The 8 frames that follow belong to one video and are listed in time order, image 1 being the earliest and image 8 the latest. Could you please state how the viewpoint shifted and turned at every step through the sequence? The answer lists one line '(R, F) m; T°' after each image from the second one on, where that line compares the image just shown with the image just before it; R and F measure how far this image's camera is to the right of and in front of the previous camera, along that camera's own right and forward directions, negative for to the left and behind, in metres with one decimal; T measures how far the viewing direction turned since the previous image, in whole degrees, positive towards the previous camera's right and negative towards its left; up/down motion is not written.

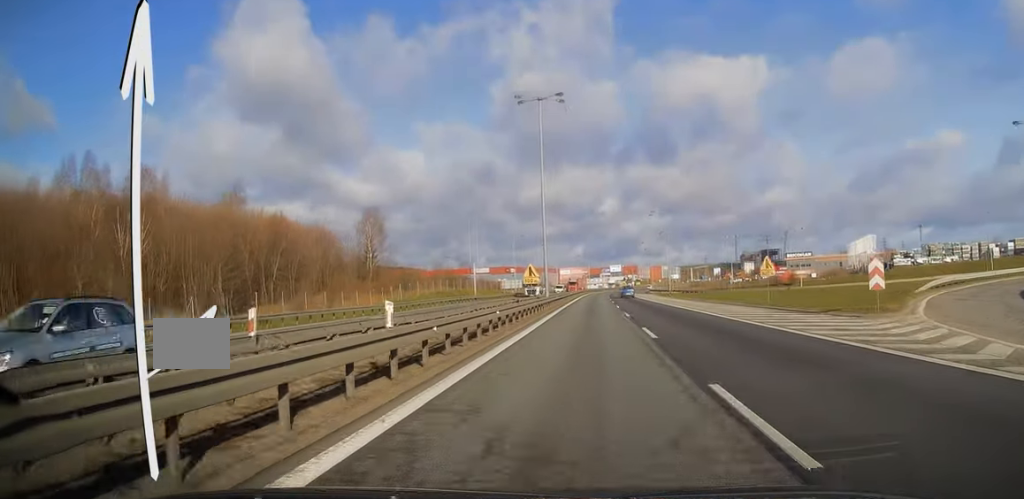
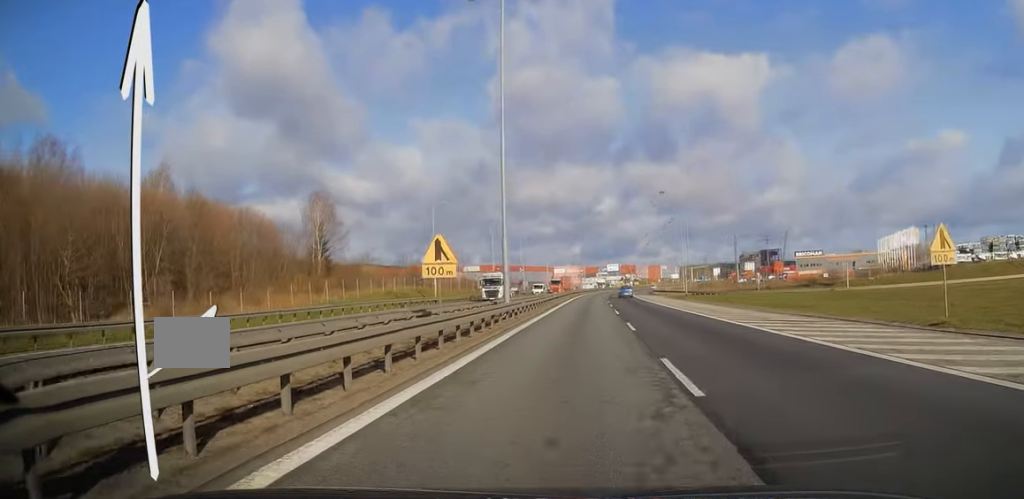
(+0.1, +21.4) m; +1°
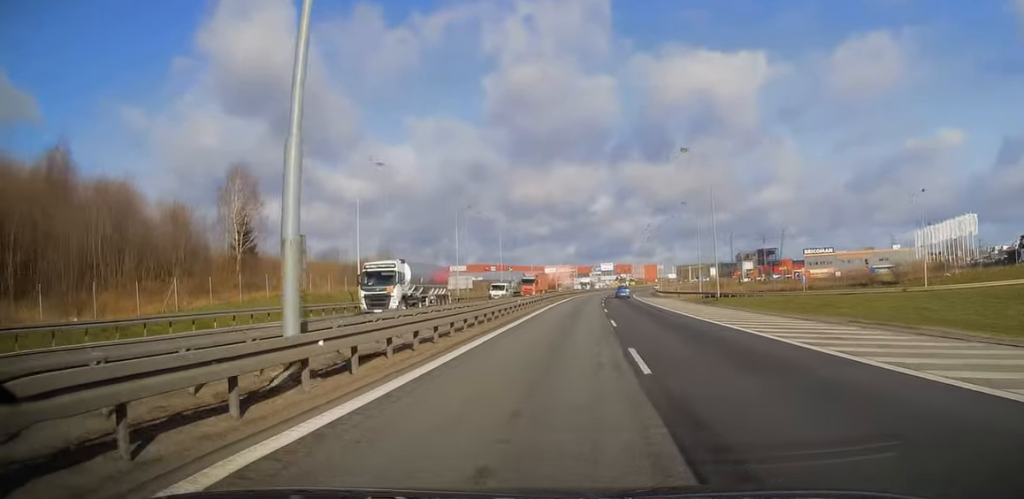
(+0.2, +22.5) m; +1°
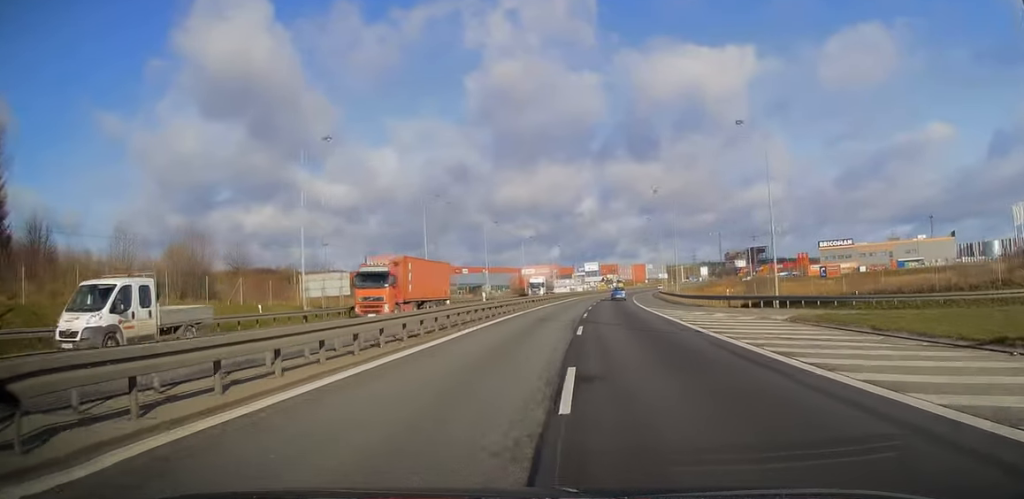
(+0.2, +40.4) m; +1°
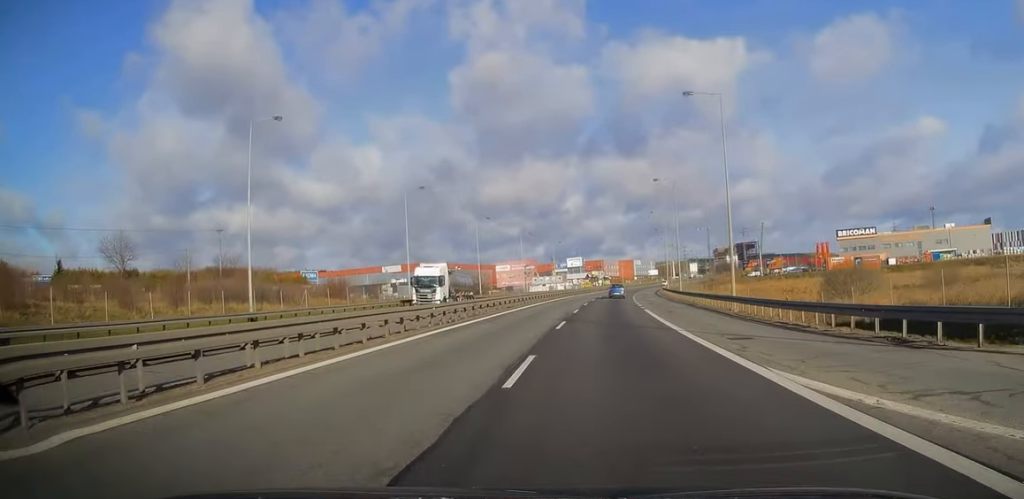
(+0.5, +35.1) m; +1°
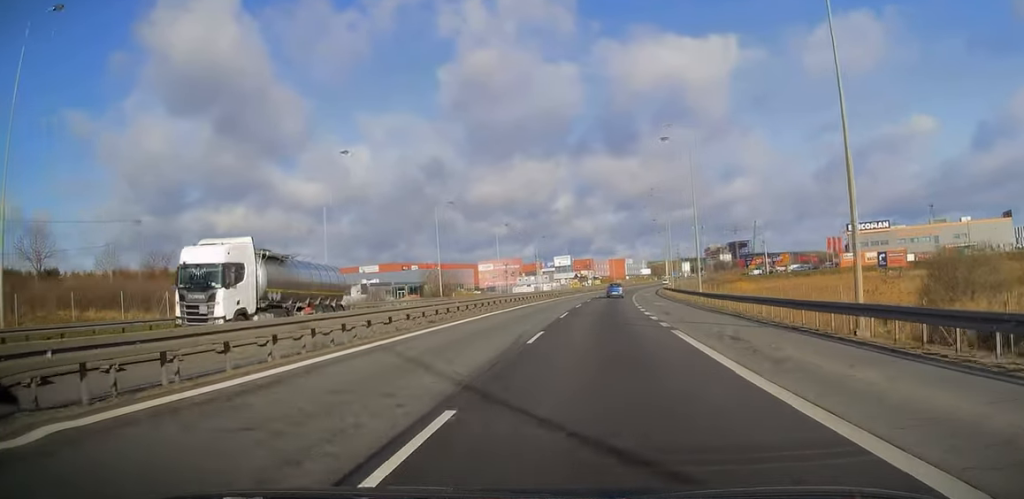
(+0.1, +18.2) m; +1°
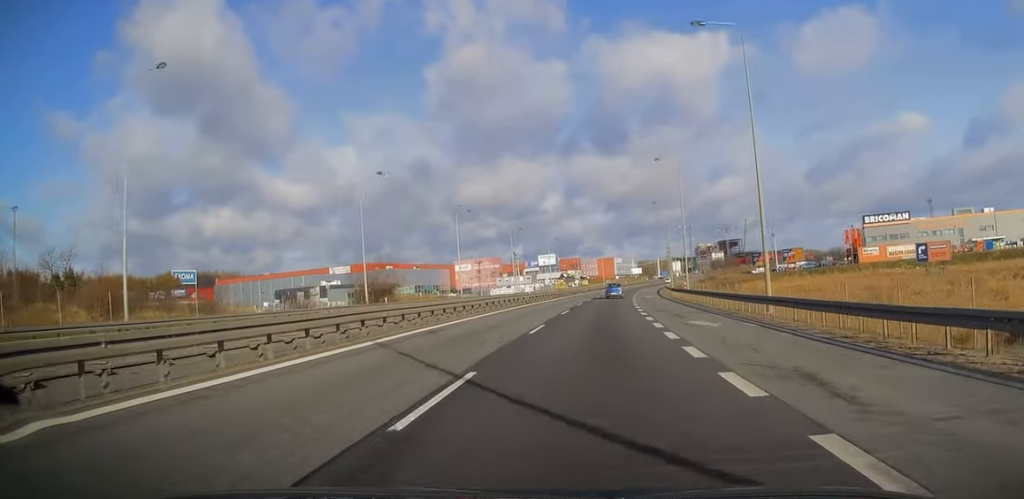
(-0.2, +21.7) m; +1°
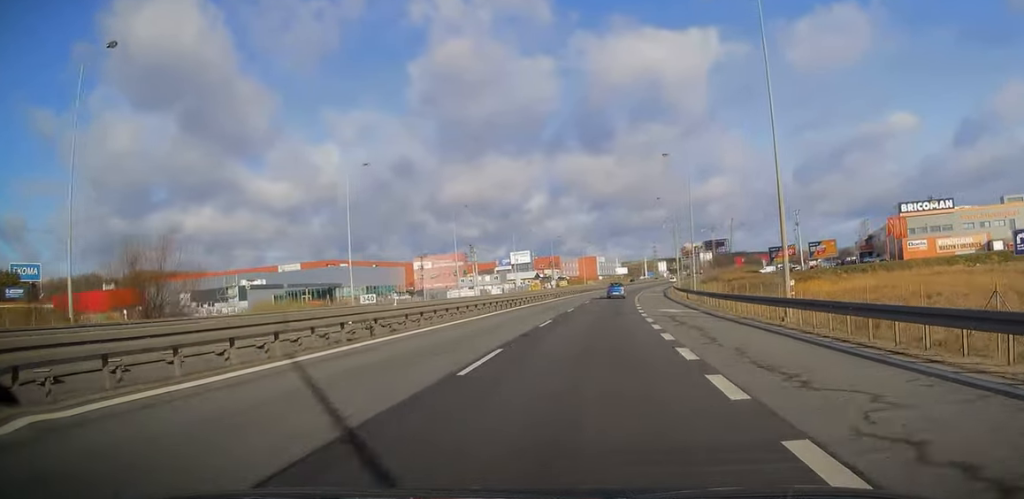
(+0.8, +33.1) m; +2°
